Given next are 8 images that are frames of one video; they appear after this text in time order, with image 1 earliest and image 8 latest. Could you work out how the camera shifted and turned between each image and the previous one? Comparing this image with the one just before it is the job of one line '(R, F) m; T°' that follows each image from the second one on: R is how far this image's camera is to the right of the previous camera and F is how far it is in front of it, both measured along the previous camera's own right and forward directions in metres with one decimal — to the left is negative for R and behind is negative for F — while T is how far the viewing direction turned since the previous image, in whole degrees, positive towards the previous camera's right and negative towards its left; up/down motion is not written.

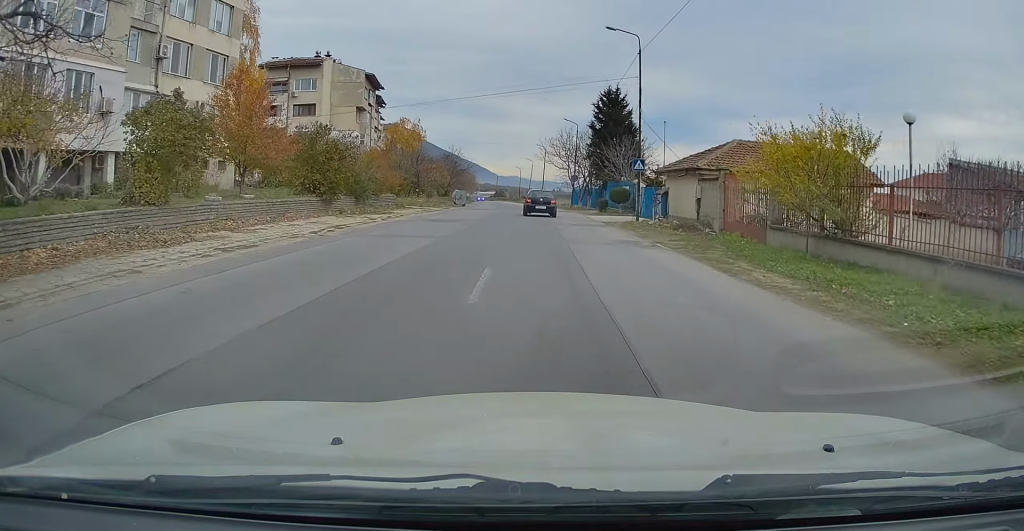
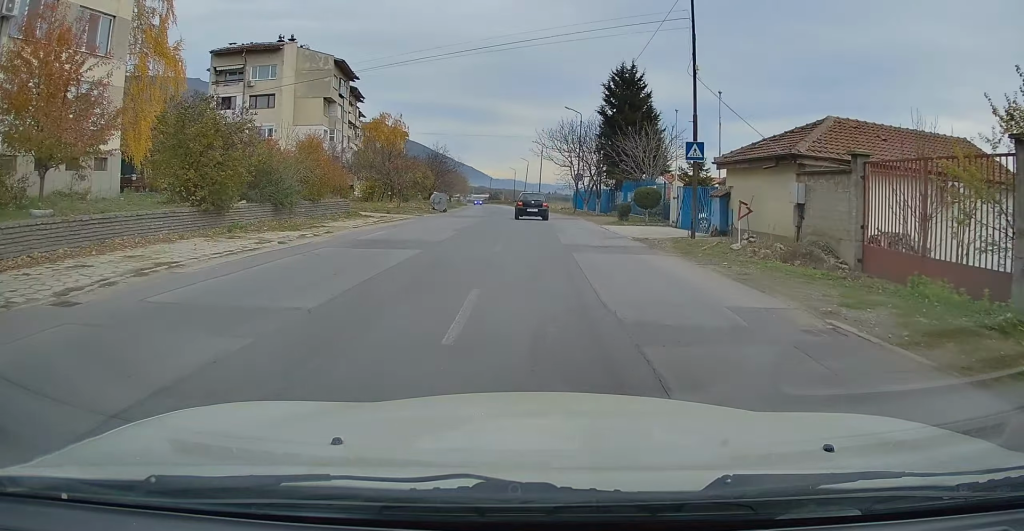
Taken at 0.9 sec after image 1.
(-0.4, +10.6) m; -2°
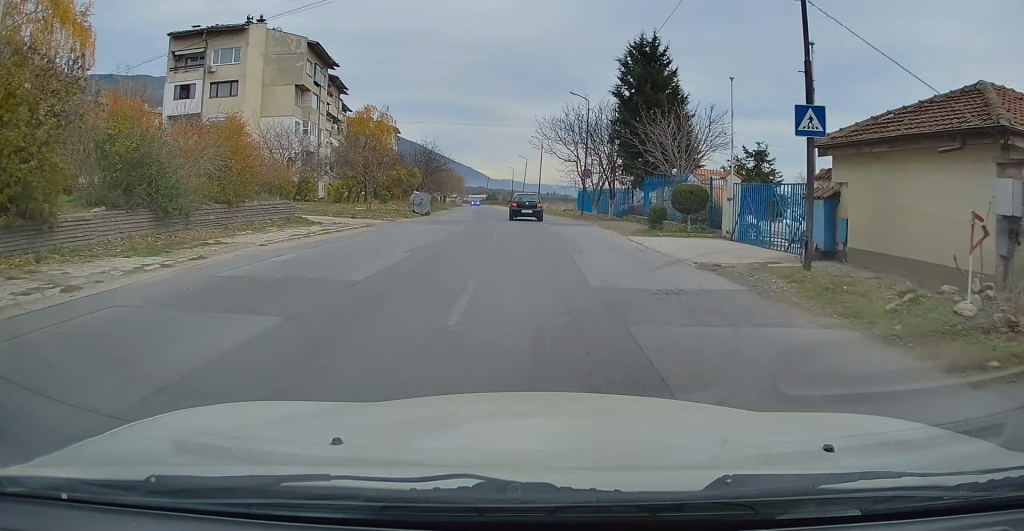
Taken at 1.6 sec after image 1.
(0.0, +8.1) m; 0°
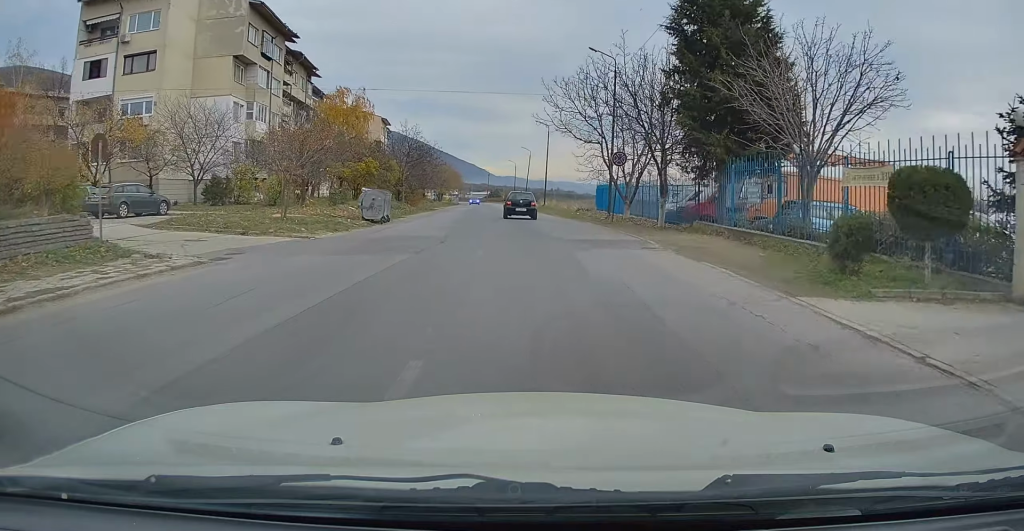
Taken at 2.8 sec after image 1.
(0.0, +13.4) m; 0°
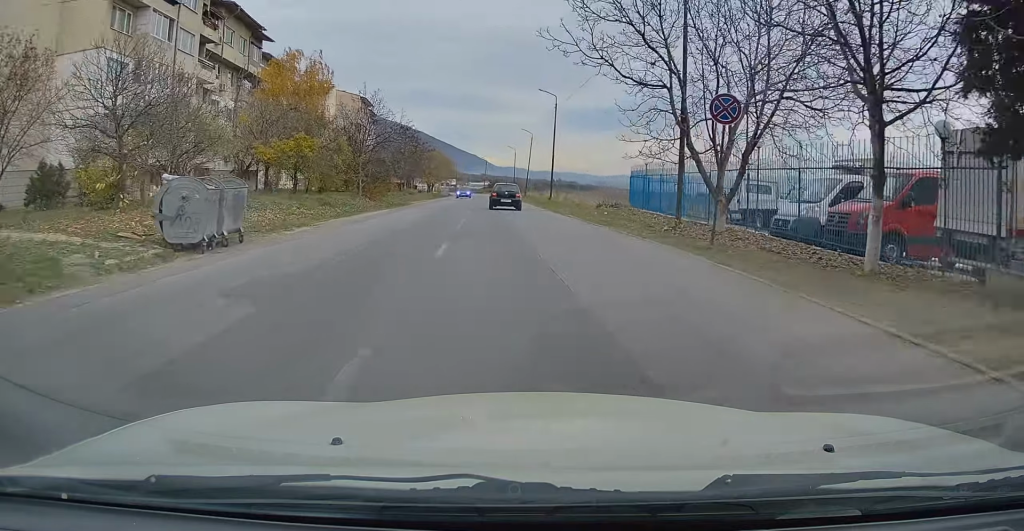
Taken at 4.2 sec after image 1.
(0.0, +15.5) m; 0°
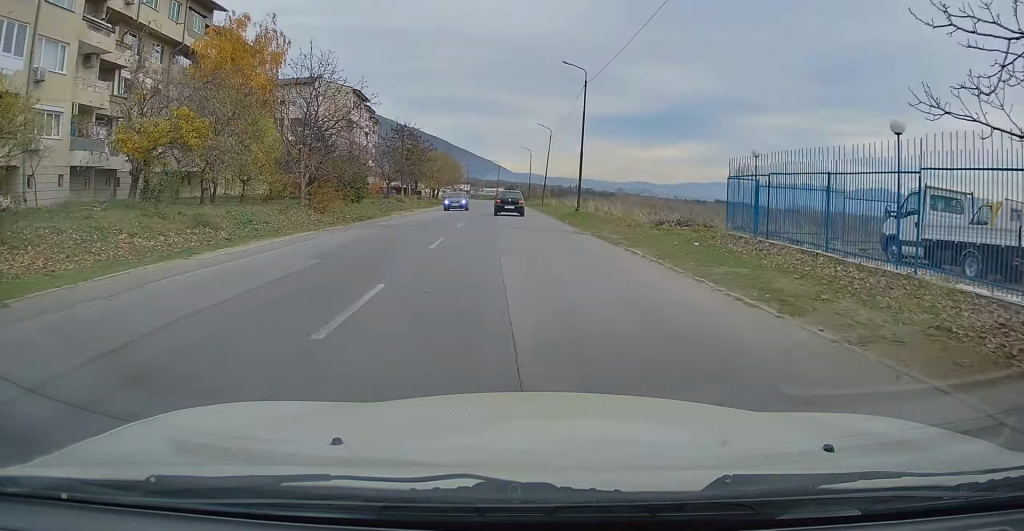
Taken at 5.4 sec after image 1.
(0.0, +14.1) m; -1°
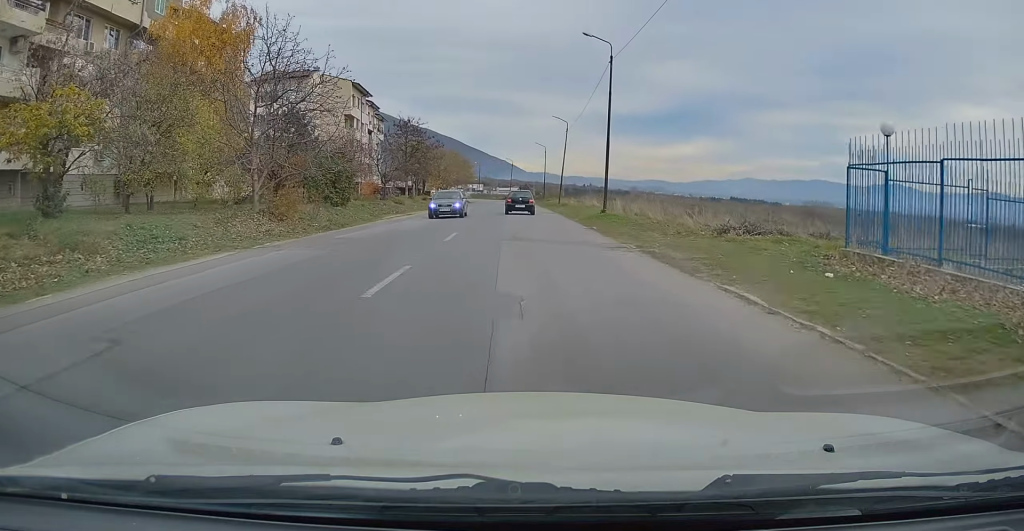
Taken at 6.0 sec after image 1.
(0.0, +6.7) m; -2°
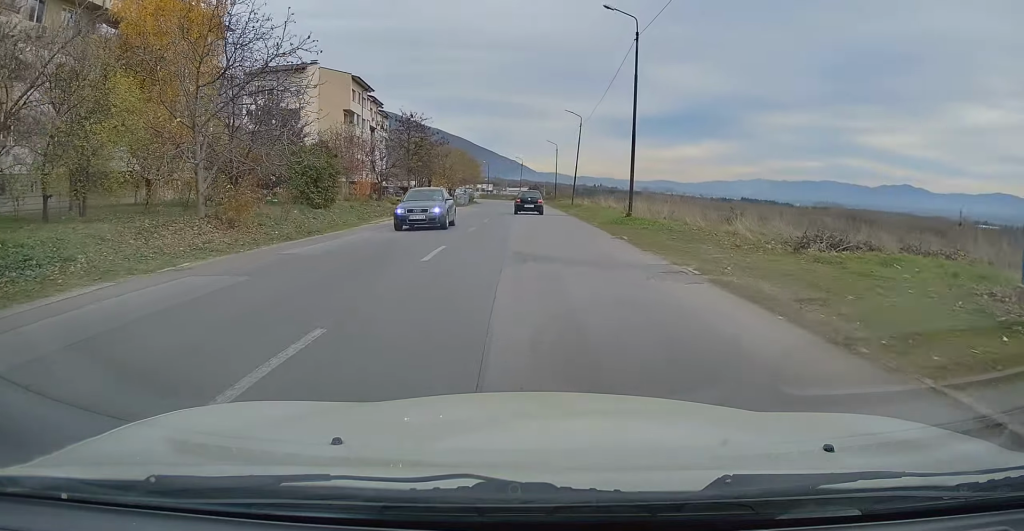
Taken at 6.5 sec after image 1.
(-0.2, +4.9) m; -1°
